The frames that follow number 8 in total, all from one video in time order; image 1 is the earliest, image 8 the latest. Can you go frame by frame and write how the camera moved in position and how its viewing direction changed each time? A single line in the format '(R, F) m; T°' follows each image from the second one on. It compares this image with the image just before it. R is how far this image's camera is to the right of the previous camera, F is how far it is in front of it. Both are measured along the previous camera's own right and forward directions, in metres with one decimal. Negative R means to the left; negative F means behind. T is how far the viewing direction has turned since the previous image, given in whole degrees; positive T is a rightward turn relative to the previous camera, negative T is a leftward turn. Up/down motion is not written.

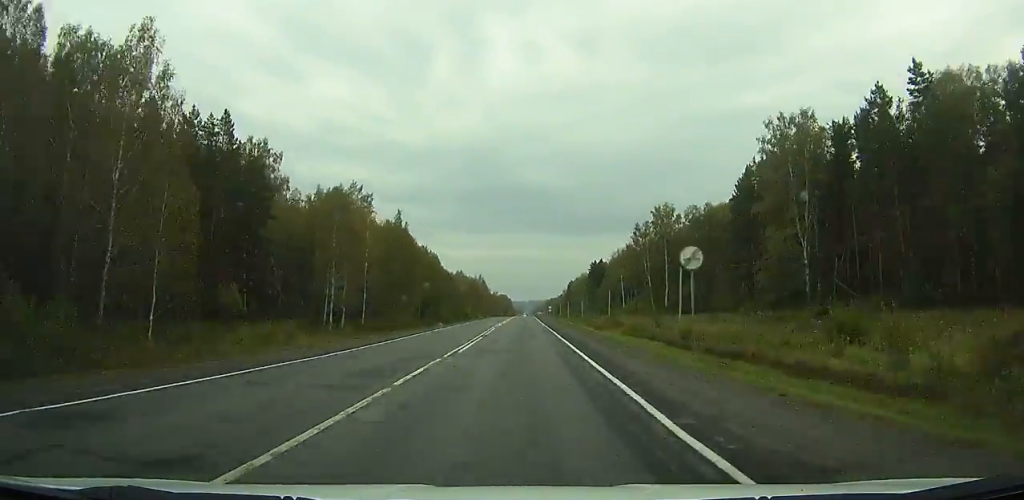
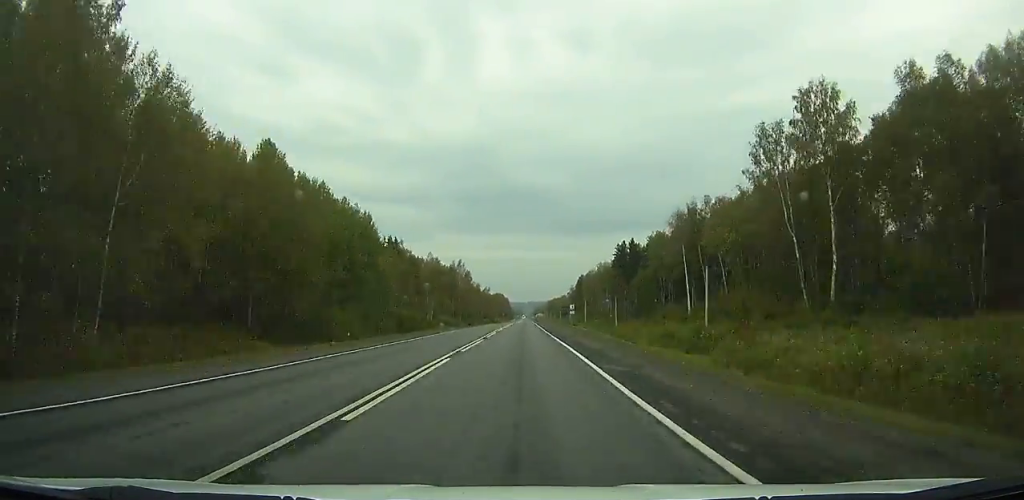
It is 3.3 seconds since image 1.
(+0.1, +83.1) m; 0°
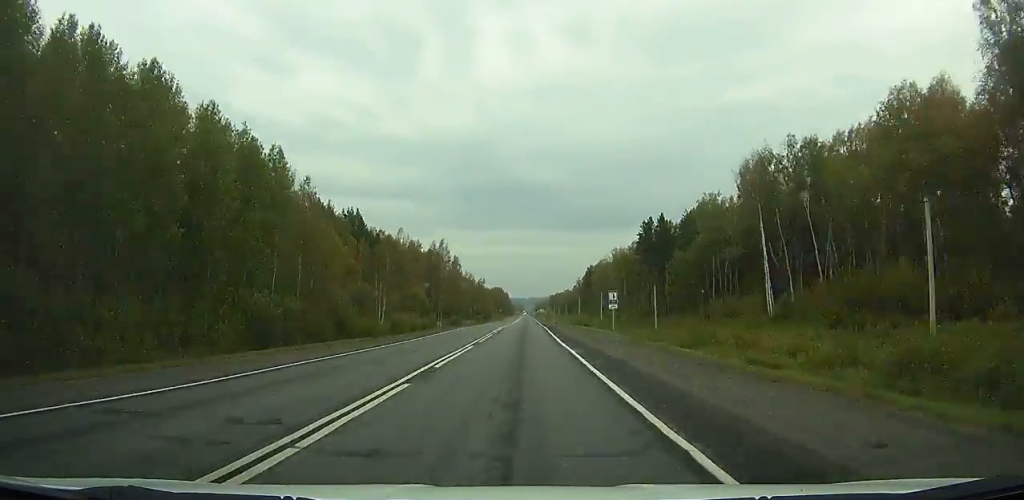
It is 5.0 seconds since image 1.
(0.0, +42.4) m; 0°
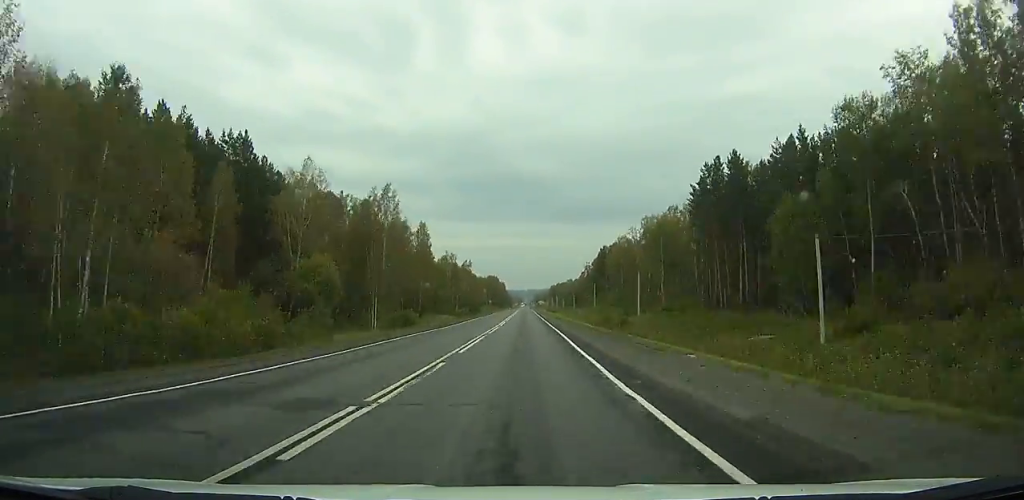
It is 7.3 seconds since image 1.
(+0.1, +57.0) m; 0°
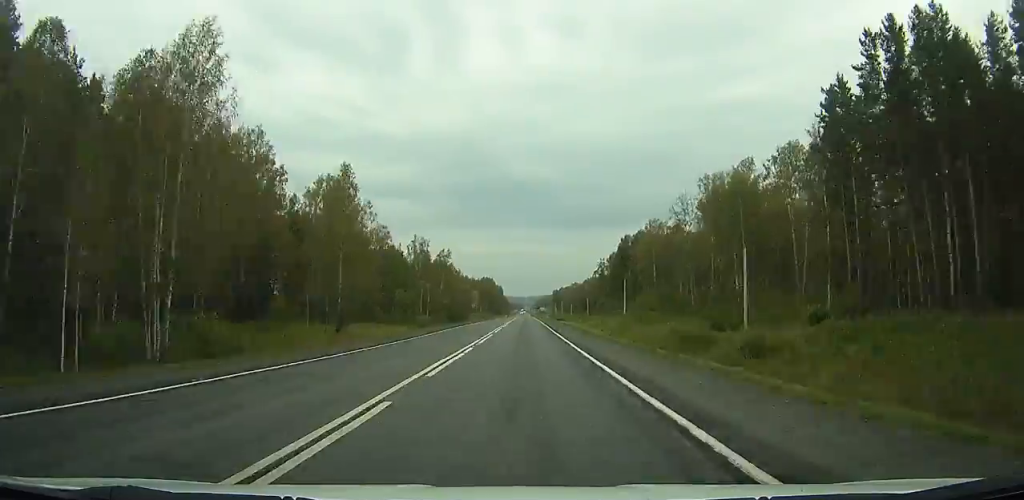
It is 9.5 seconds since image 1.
(+0.1, +54.0) m; 0°
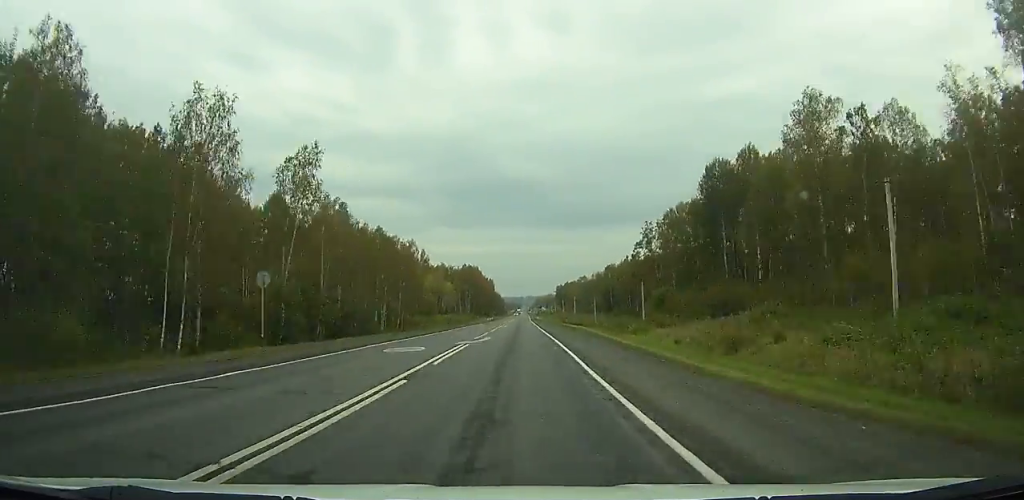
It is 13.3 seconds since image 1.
(+0.2, +91.0) m; 0°
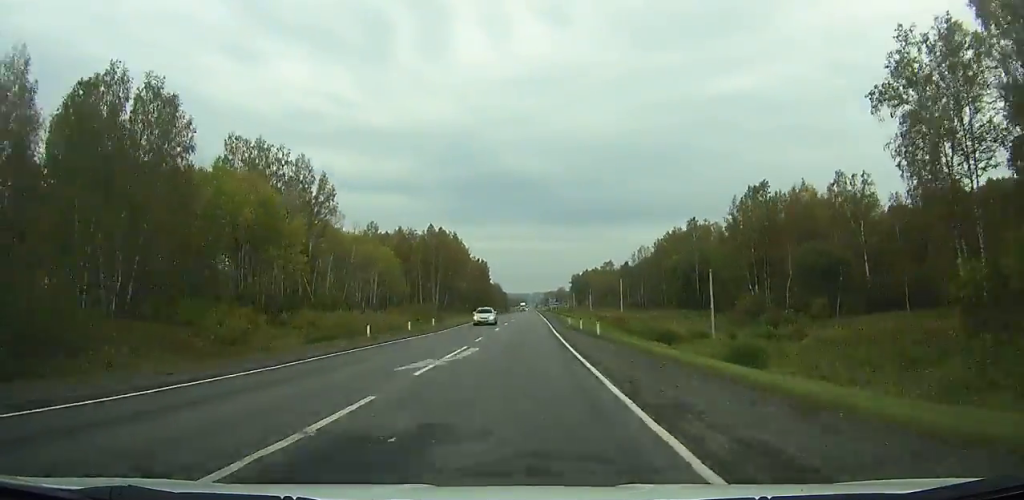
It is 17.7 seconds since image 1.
(-0.1, +98.8) m; 0°
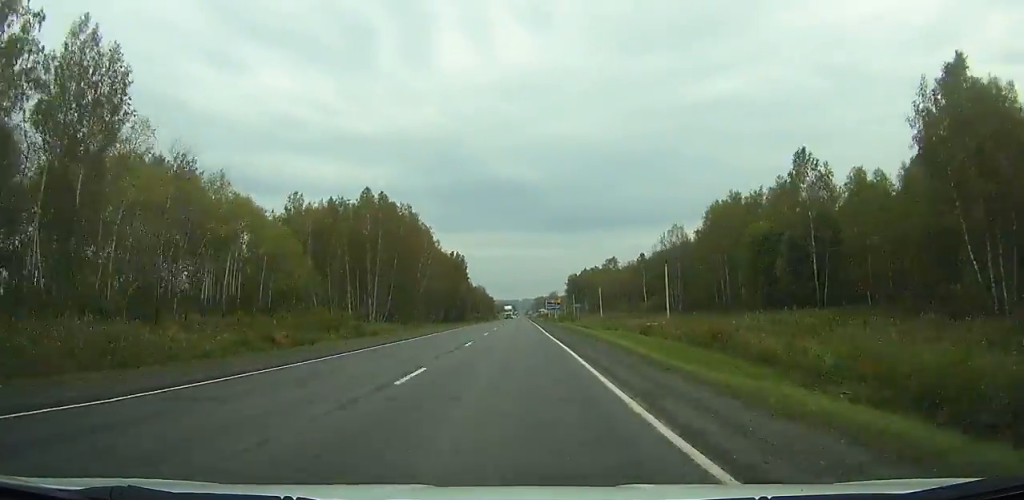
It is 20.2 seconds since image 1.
(+0.1, +52.7) m; 0°
